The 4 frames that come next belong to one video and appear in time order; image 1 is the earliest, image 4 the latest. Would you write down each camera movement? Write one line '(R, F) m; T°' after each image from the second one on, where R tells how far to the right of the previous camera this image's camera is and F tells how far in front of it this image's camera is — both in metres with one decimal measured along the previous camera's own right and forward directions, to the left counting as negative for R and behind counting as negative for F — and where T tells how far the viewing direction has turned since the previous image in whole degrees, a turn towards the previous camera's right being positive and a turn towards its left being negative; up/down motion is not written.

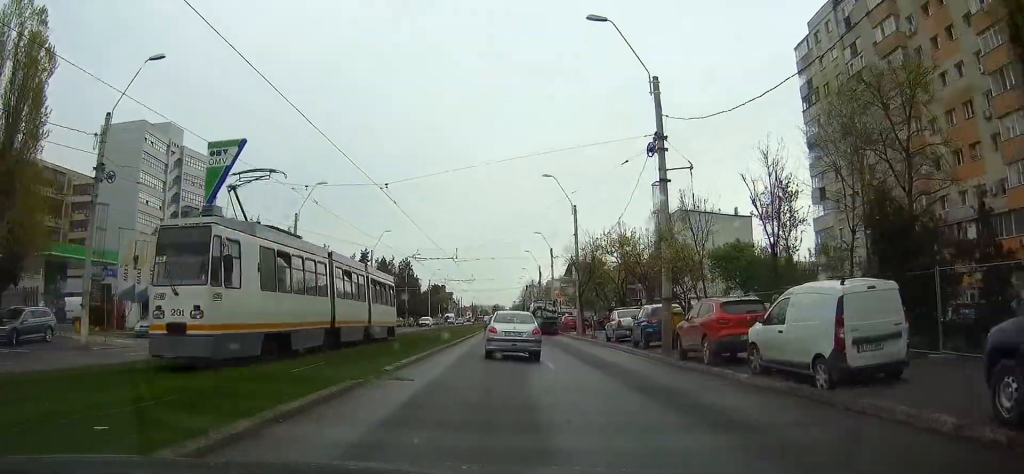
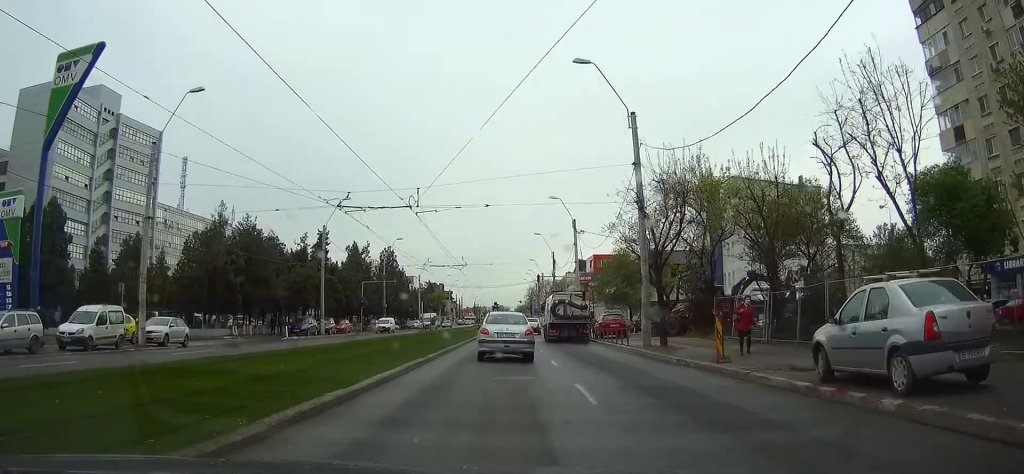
(+0.2, +25.4) m; +1°
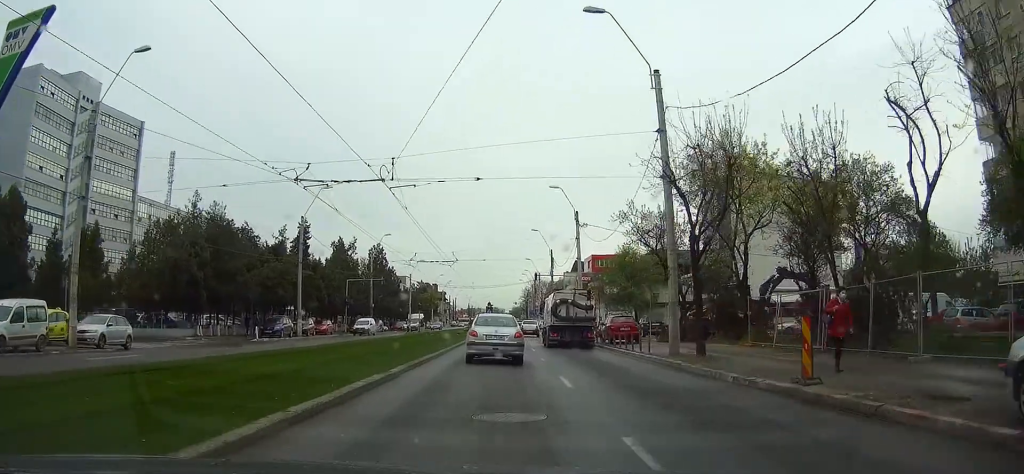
(0.0, +5.6) m; 0°
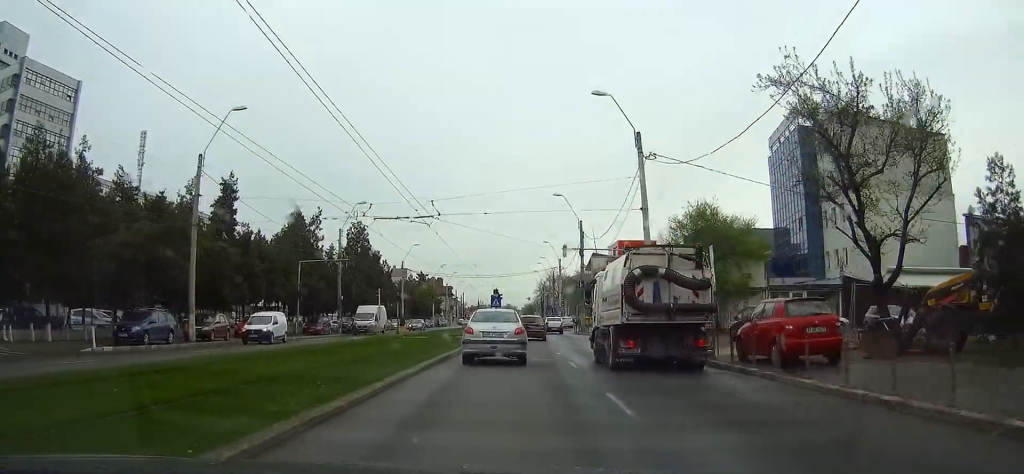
(-0.2, +21.8) m; -1°
